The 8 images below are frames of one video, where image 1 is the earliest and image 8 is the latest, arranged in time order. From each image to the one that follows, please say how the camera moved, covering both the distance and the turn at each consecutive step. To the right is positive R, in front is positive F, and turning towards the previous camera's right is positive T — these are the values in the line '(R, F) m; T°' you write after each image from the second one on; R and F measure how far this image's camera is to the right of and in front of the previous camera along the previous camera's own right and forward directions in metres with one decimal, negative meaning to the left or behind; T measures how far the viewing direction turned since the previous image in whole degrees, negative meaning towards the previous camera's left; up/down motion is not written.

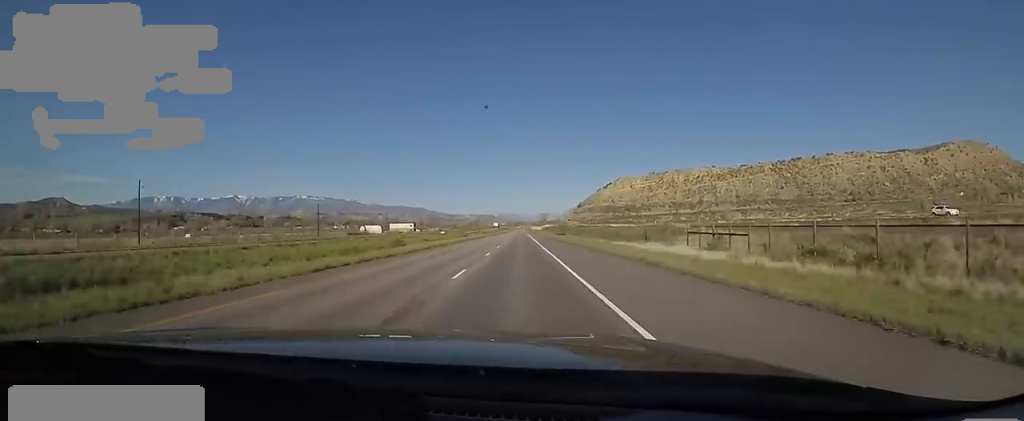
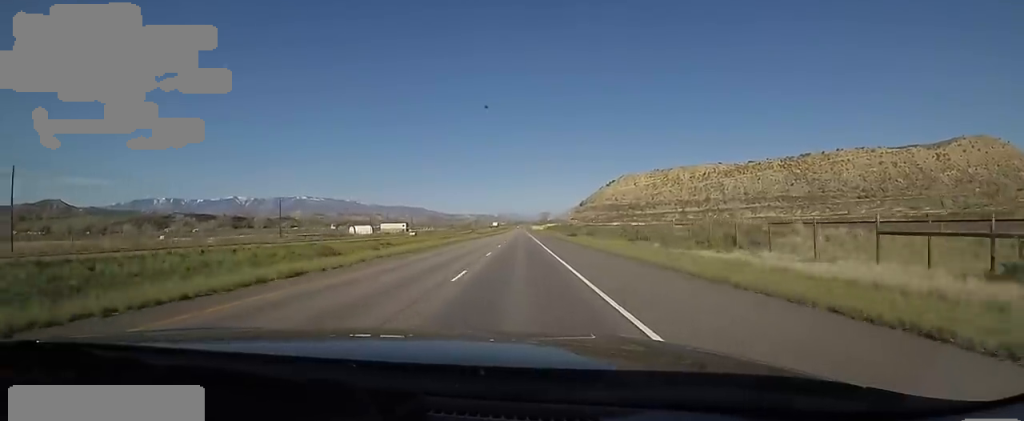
(-1.0, +24.4) m; 0°
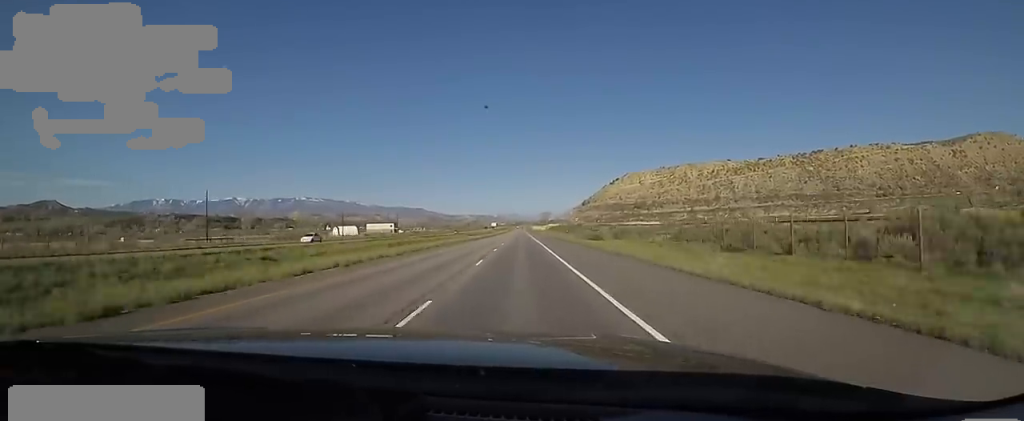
(+0.9, +31.4) m; 0°
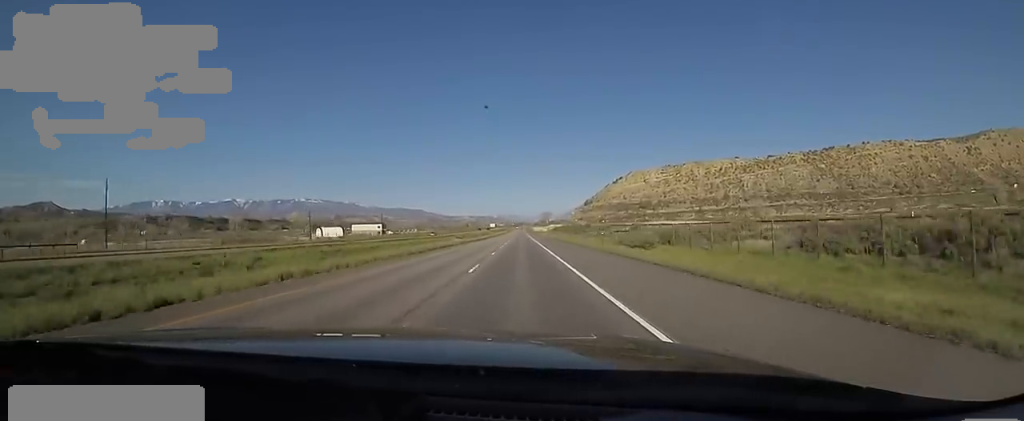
(-0.2, +26.6) m; 0°
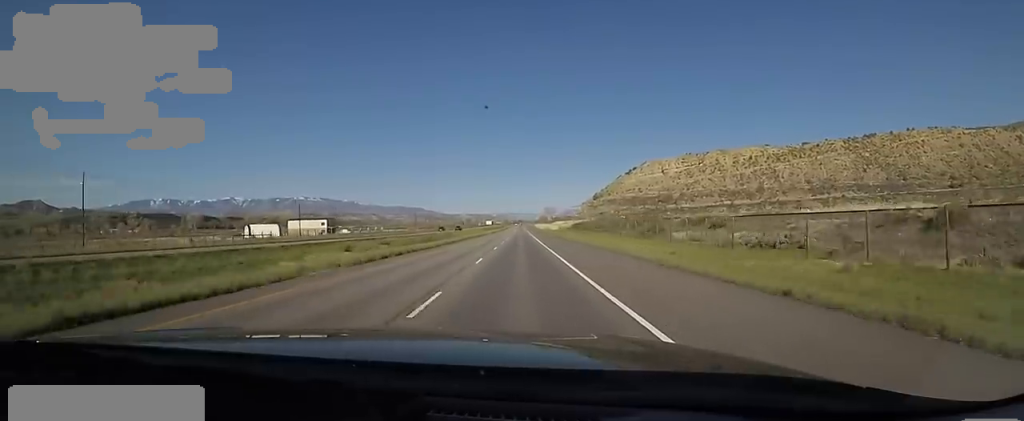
(-0.9, +81.8) m; 0°
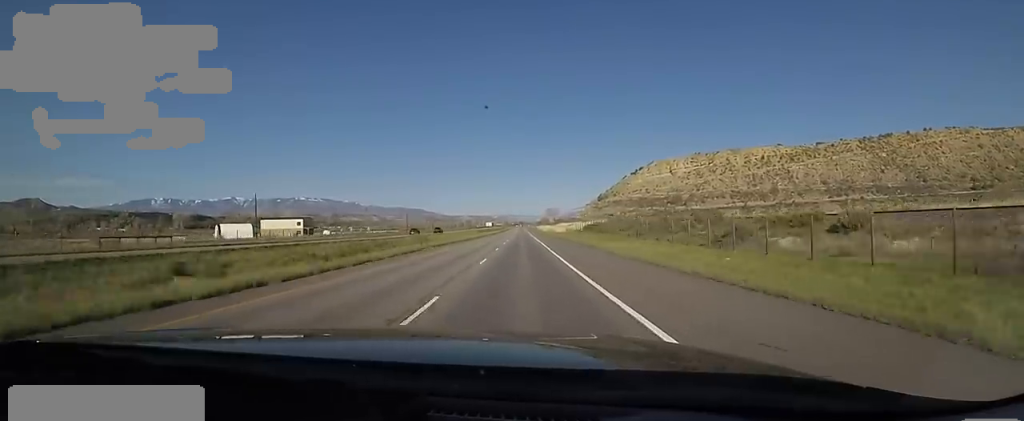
(+0.5, +24.2) m; 0°
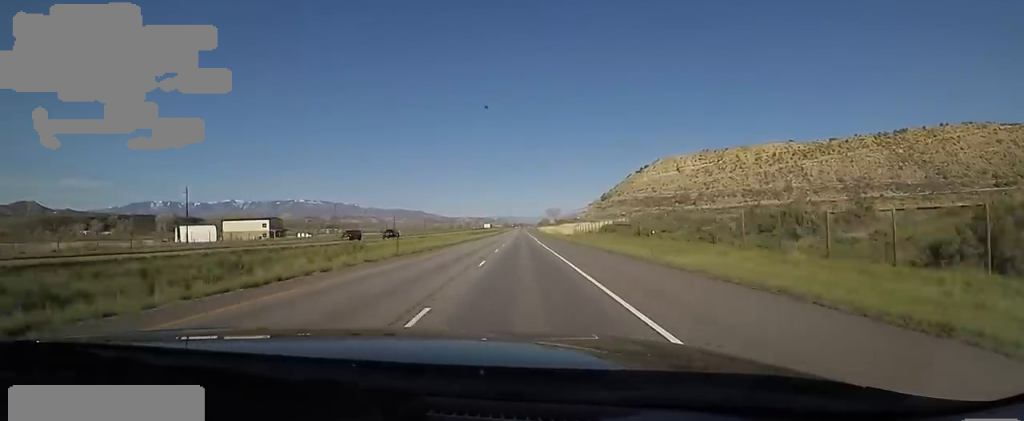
(+0.4, +25.5) m; 0°
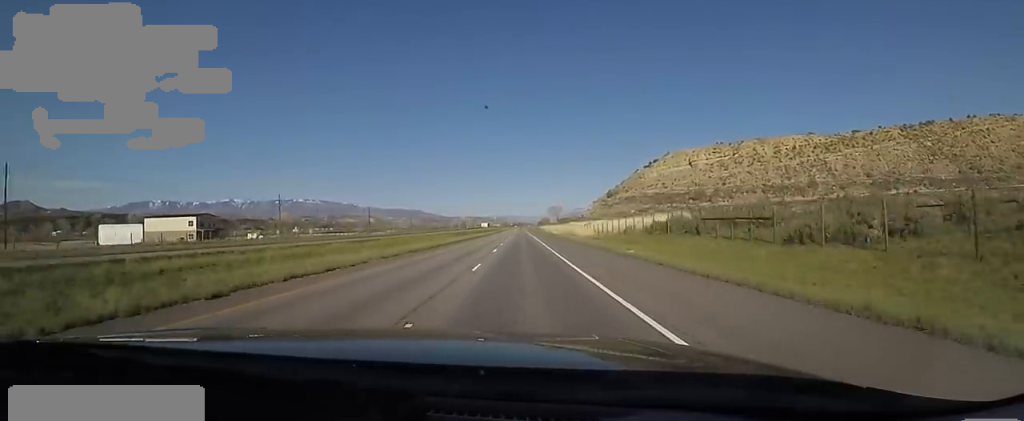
(-0.5, +38.4) m; 0°
